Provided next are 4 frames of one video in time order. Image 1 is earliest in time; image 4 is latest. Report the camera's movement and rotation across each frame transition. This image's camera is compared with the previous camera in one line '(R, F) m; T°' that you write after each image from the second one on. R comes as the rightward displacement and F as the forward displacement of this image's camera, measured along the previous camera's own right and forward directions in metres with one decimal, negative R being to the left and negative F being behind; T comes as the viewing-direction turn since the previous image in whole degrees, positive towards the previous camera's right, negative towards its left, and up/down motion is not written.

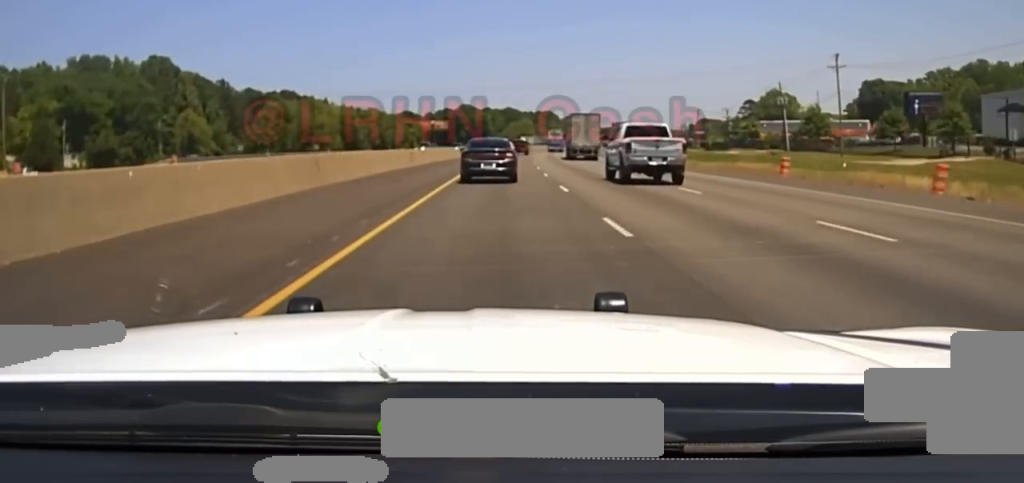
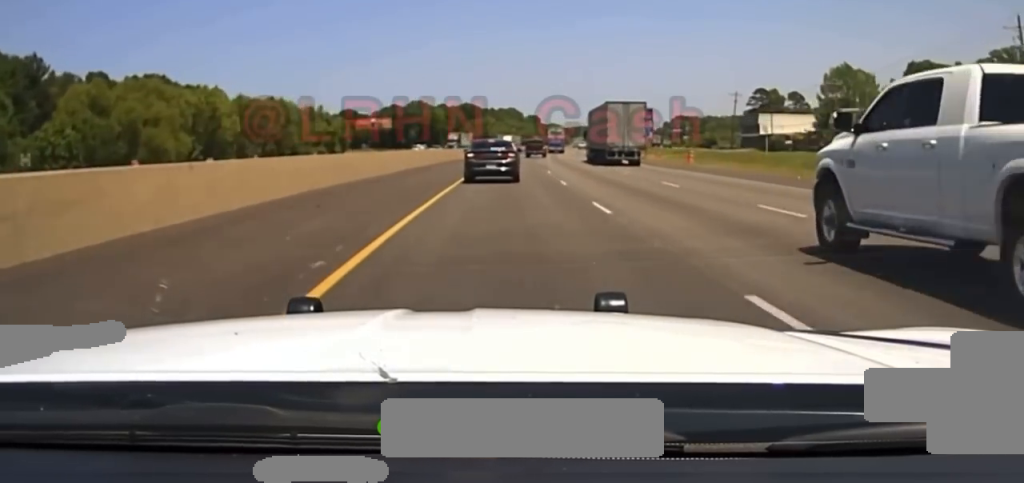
(+0.3, +83.3) m; +1°
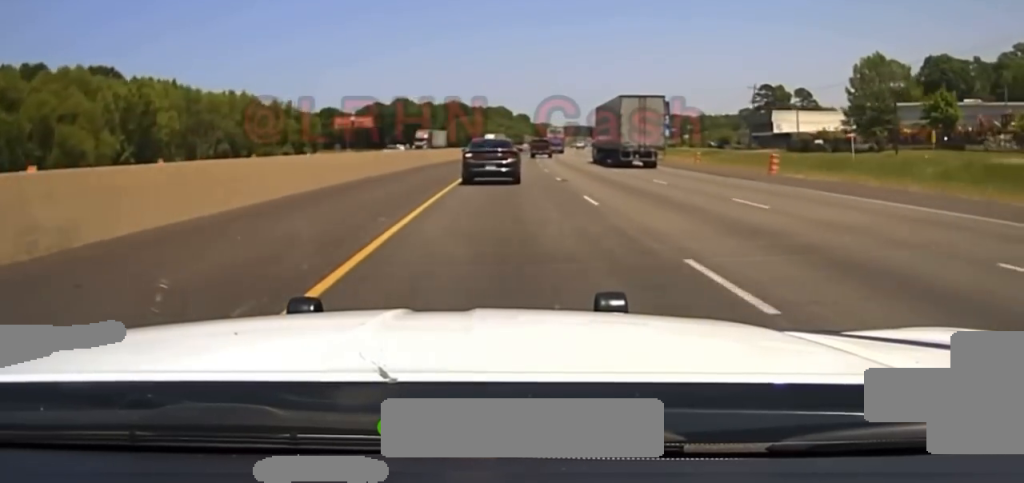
(-0.1, +20.0) m; 0°
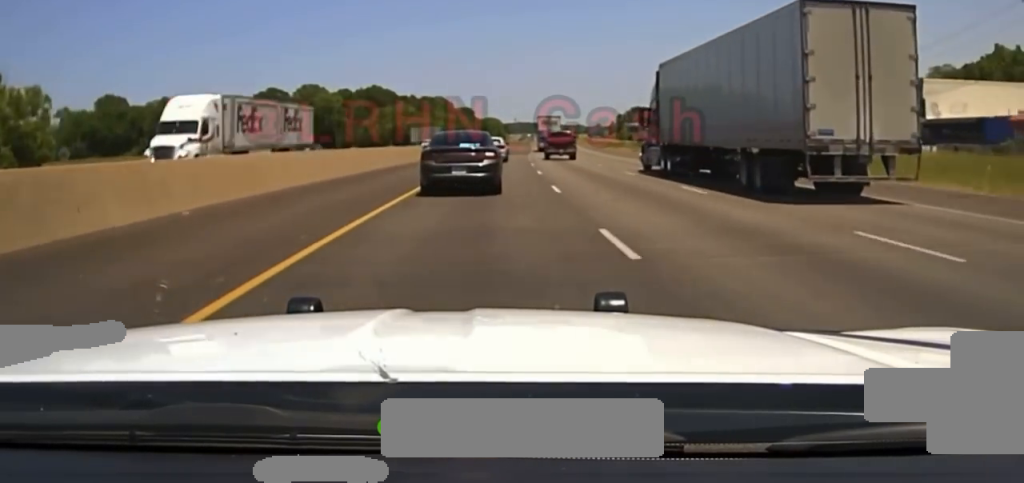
(+3.8, +100.3) m; +4°
